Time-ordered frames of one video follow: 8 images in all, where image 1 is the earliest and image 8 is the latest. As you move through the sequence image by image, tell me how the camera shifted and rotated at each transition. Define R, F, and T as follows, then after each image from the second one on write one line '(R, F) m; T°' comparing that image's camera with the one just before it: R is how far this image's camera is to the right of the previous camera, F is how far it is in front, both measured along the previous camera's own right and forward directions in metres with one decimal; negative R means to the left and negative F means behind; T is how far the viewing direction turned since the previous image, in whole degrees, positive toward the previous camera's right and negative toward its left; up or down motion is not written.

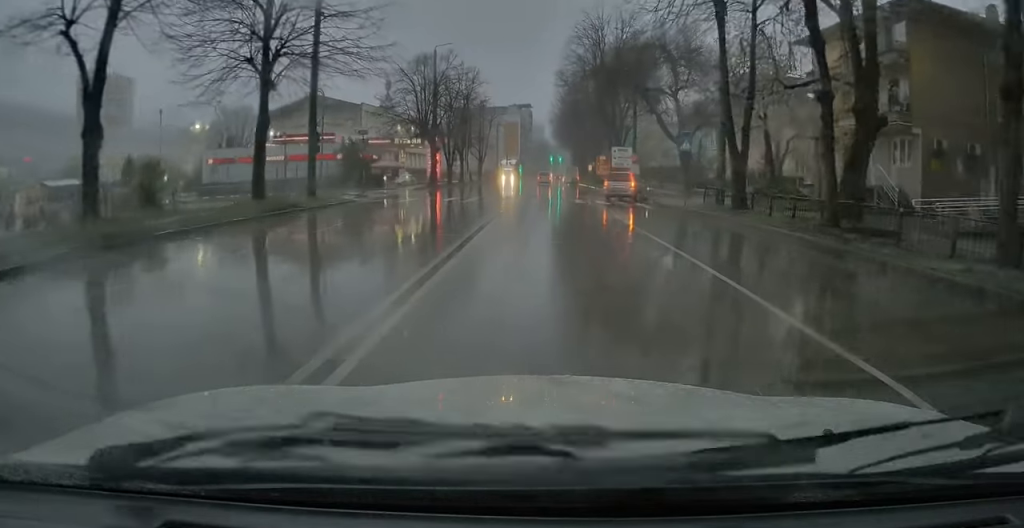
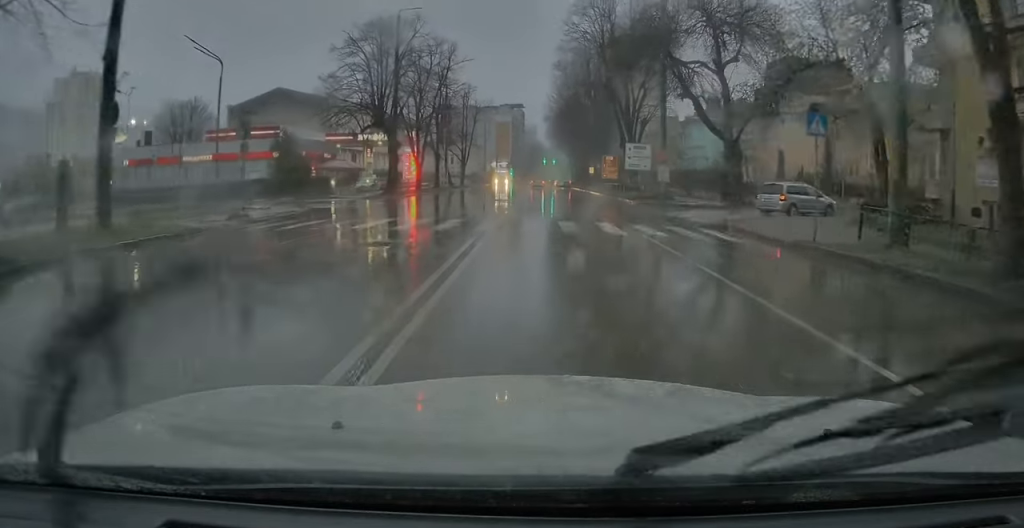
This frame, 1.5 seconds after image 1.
(-0.1, +14.4) m; -2°
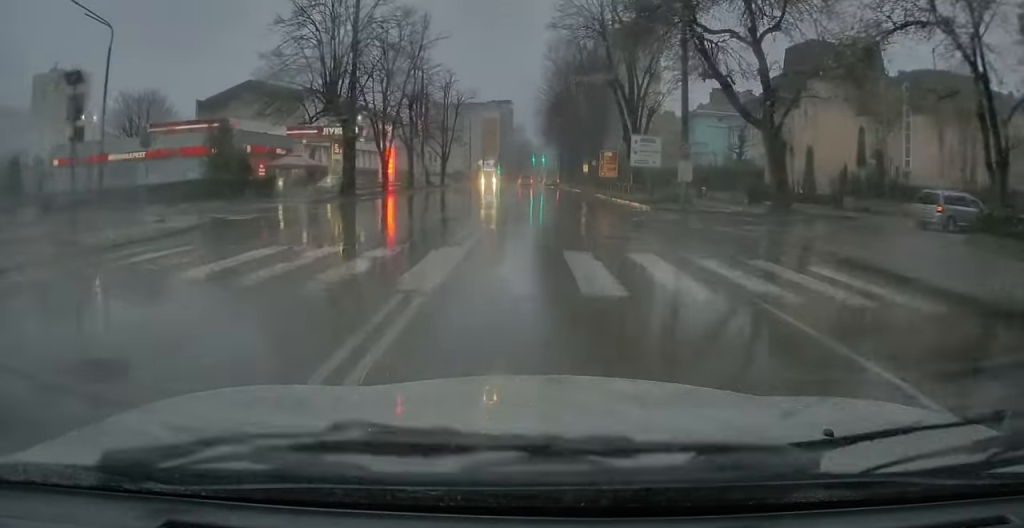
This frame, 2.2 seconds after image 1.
(-0.2, +8.4) m; 0°
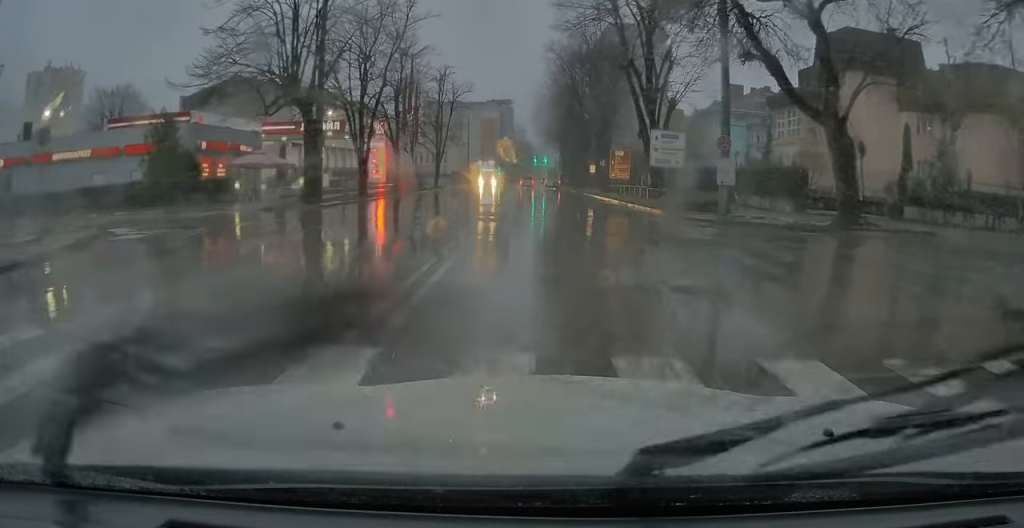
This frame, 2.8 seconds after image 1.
(+0.1, +6.7) m; +1°
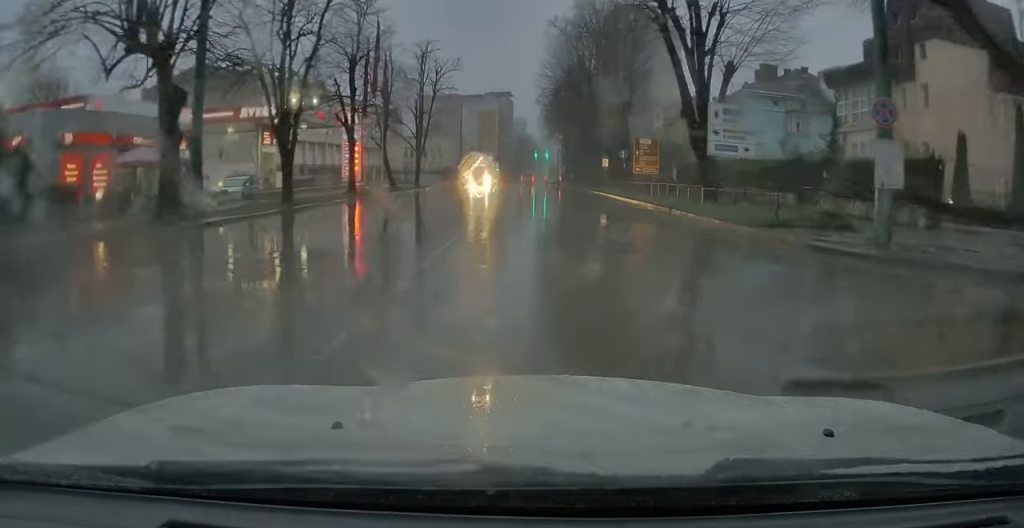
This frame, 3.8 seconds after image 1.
(+0.2, +12.2) m; +2°
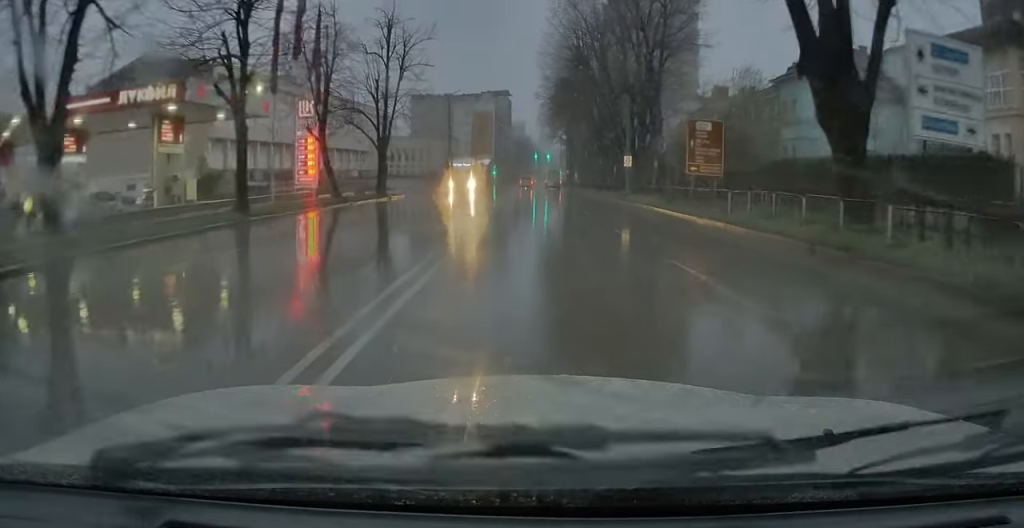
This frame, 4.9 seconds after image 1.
(+0.2, +14.1) m; +1°
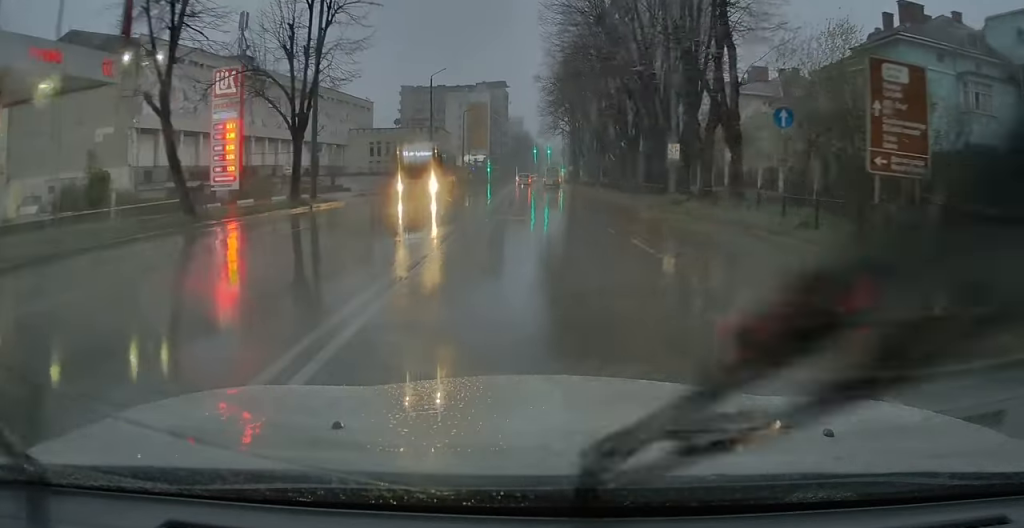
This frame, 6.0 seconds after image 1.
(-0.1, +15.1) m; 0°
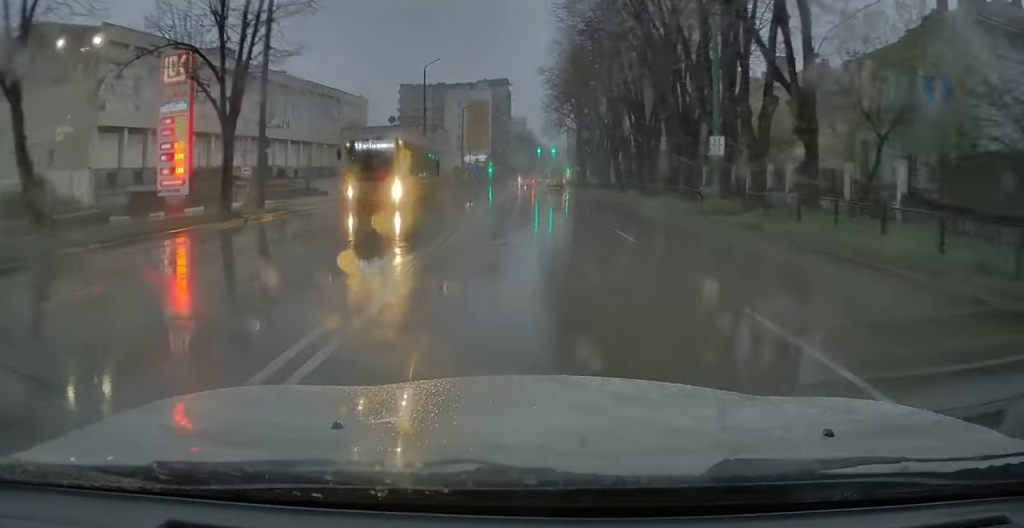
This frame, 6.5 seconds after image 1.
(0.0, +6.8) m; 0°
